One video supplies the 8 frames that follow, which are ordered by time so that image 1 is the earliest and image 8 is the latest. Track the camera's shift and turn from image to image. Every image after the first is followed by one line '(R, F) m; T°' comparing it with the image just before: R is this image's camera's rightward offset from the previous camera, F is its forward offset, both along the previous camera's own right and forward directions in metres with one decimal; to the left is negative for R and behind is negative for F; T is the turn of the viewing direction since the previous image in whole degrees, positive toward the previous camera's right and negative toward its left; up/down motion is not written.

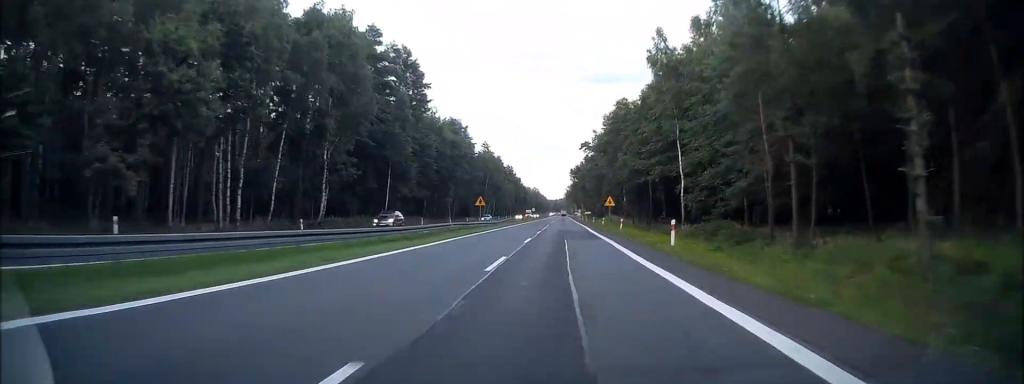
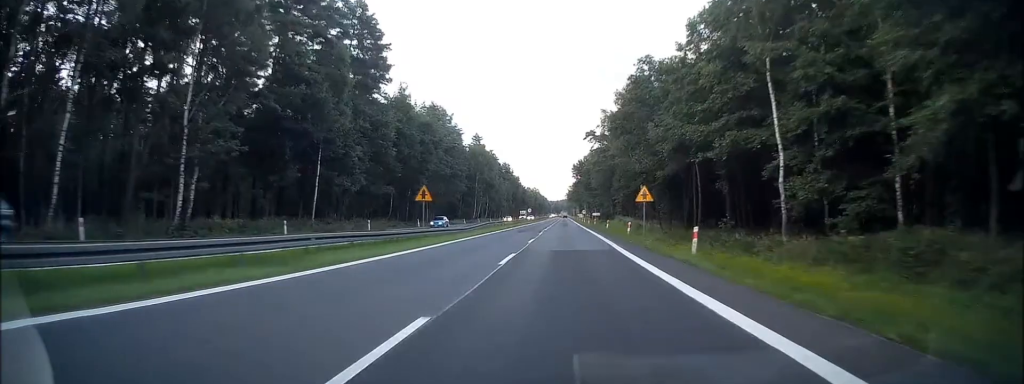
(-0.3, +23.4) m; 0°
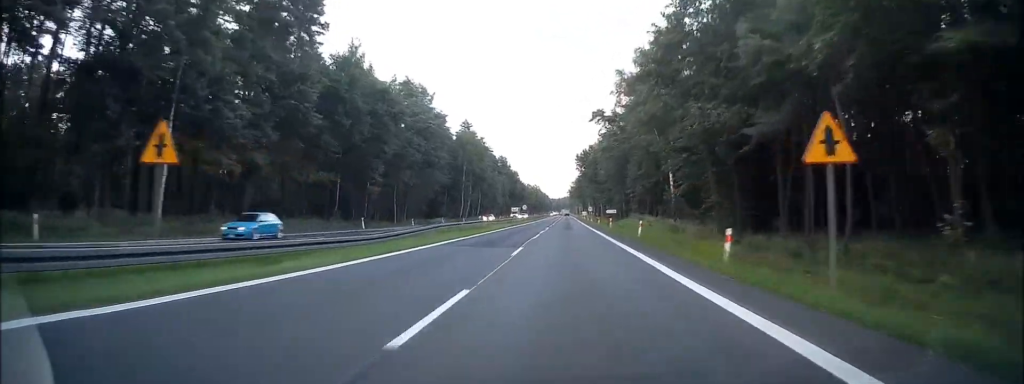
(+0.1, +23.2) m; 0°
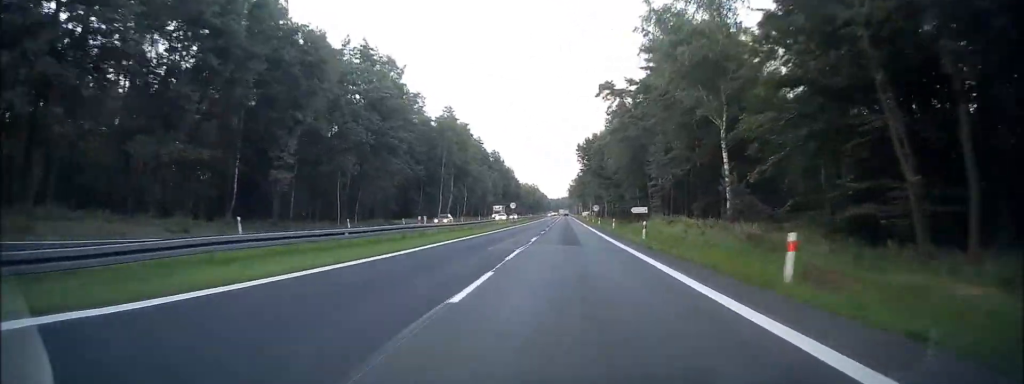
(0.0, +22.8) m; 0°
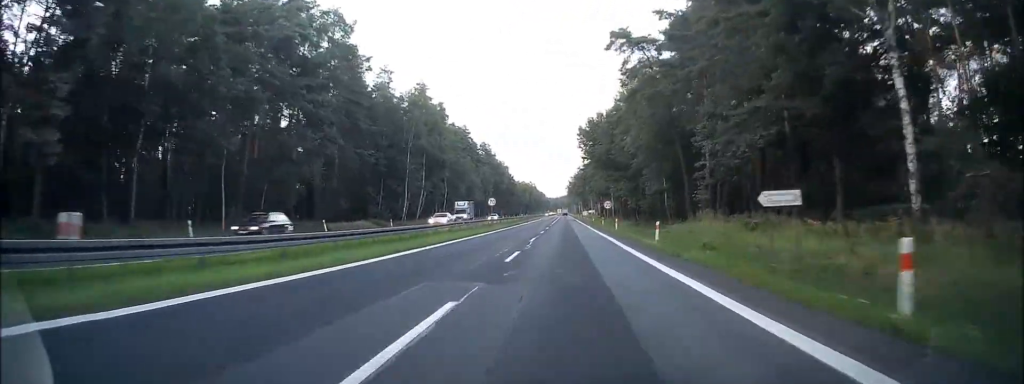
(0.0, +25.2) m; 0°
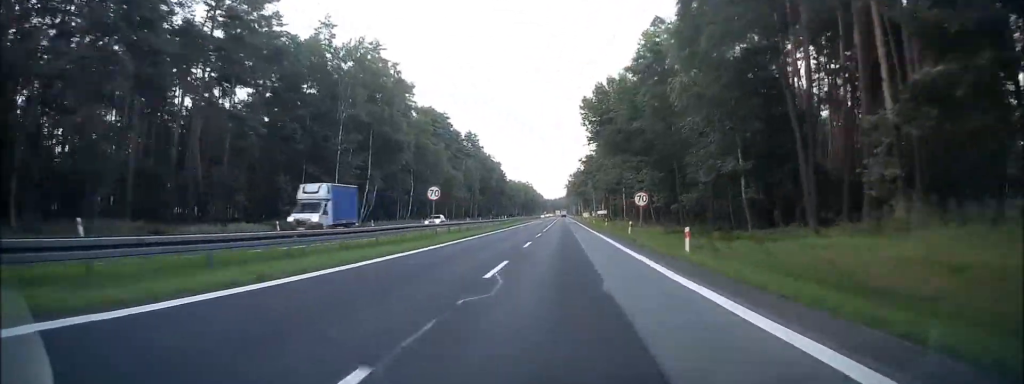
(0.0, +27.5) m; 0°
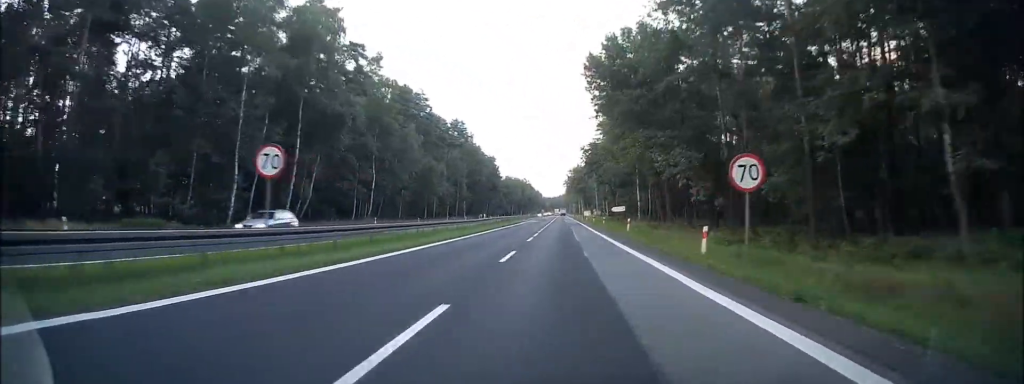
(-0.2, +20.2) m; 0°
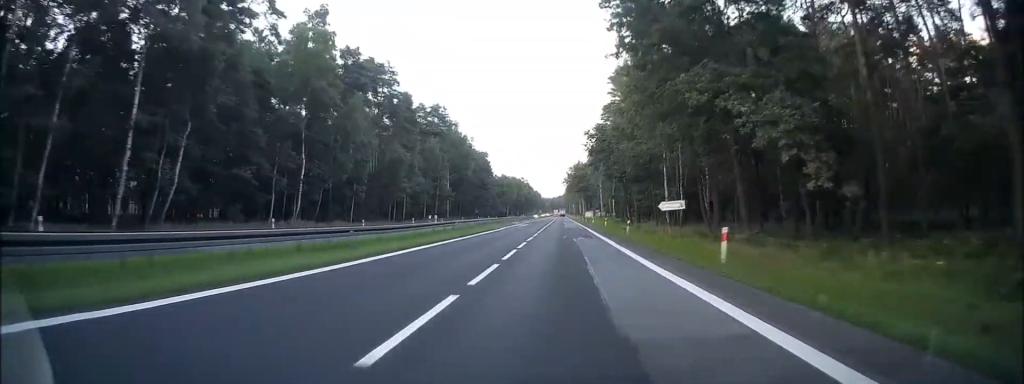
(+0.1, +22.6) m; +1°
